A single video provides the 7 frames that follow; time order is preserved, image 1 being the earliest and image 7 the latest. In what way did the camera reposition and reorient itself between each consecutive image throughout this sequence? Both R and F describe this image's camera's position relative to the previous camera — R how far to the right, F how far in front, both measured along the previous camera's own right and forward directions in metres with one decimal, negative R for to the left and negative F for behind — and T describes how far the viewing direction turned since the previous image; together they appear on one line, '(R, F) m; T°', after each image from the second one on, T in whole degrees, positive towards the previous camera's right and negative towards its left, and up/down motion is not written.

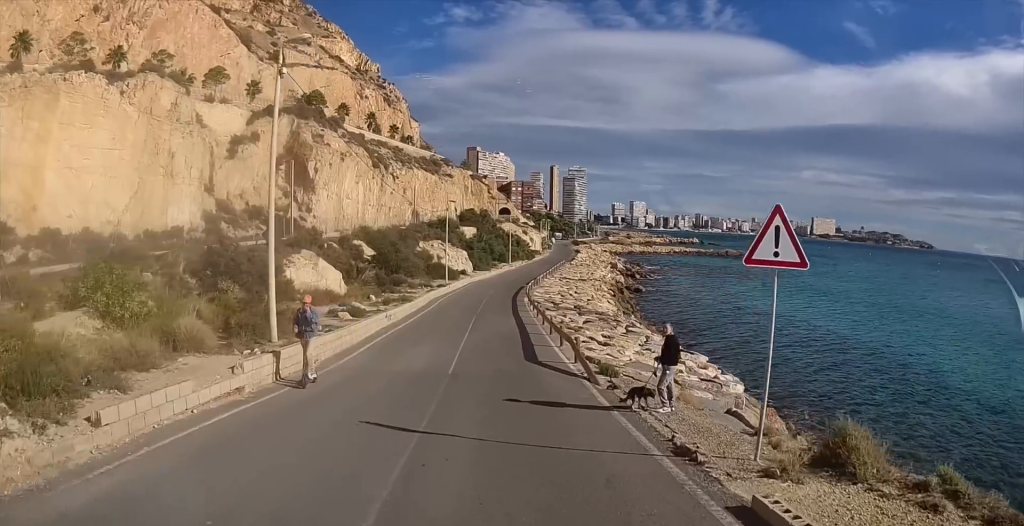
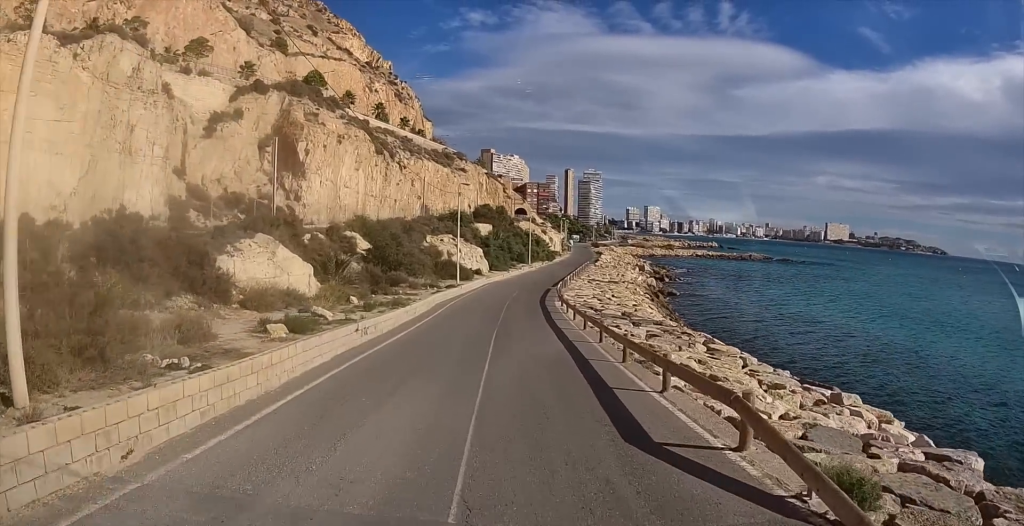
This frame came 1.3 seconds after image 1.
(-0.2, +9.0) m; +1°
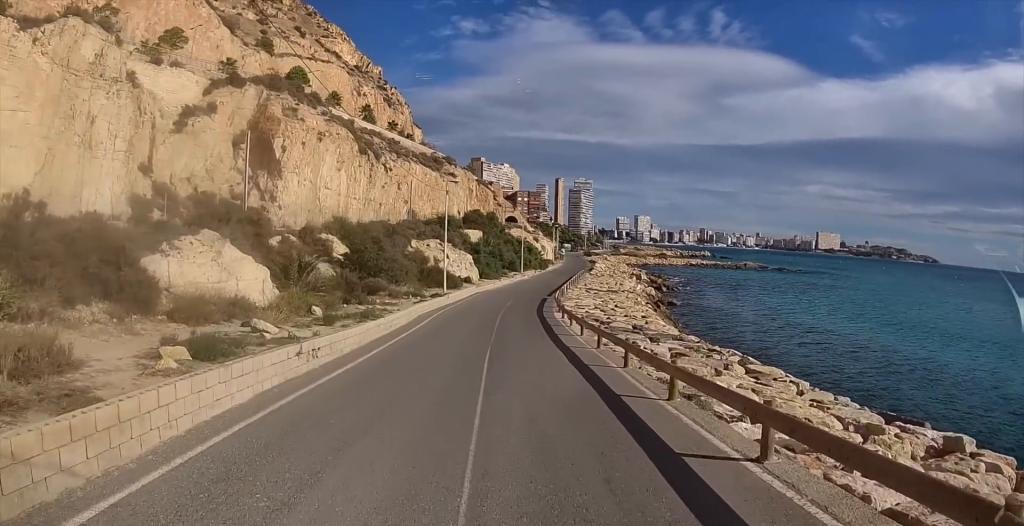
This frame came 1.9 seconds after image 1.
(+0.2, +3.8) m; +1°
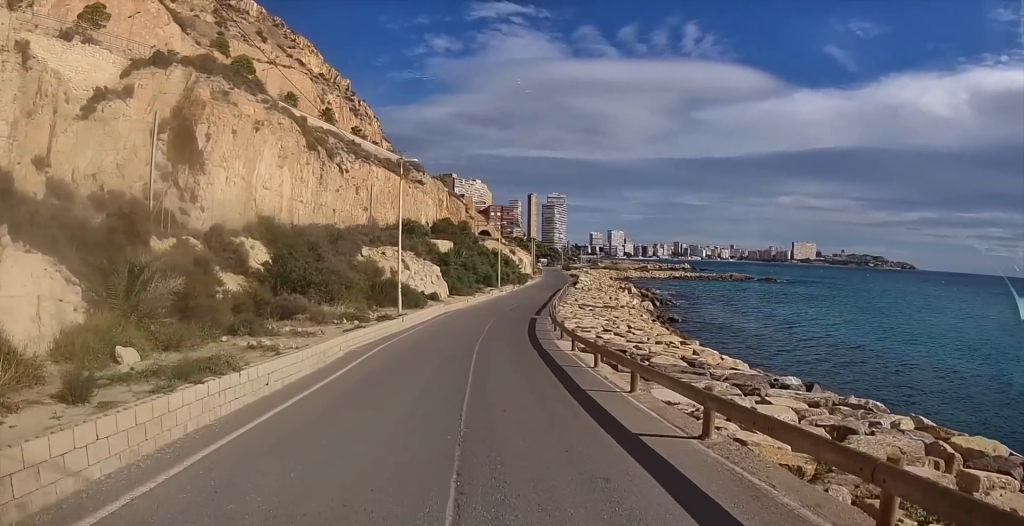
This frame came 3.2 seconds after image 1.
(-0.3, +10.2) m; -2°
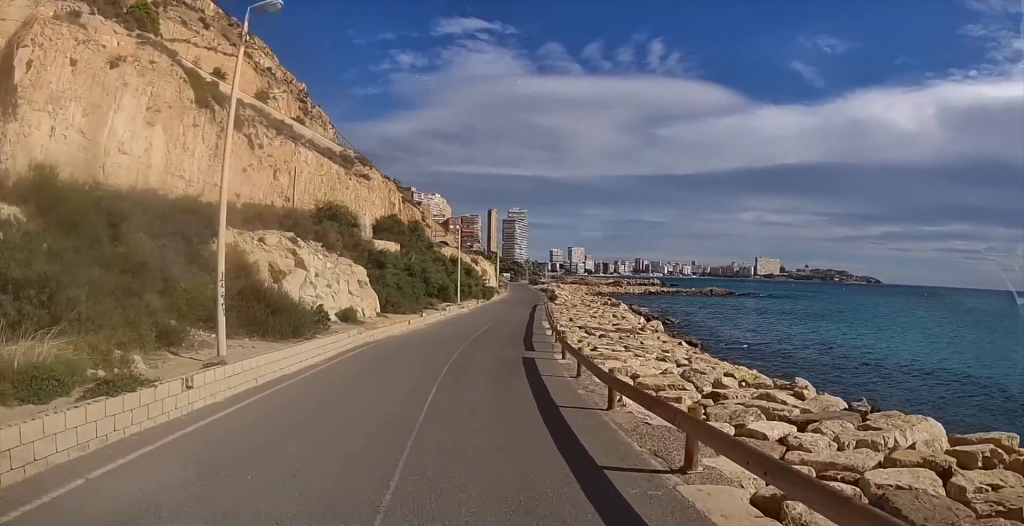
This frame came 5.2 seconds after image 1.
(+0.4, +17.8) m; +5°
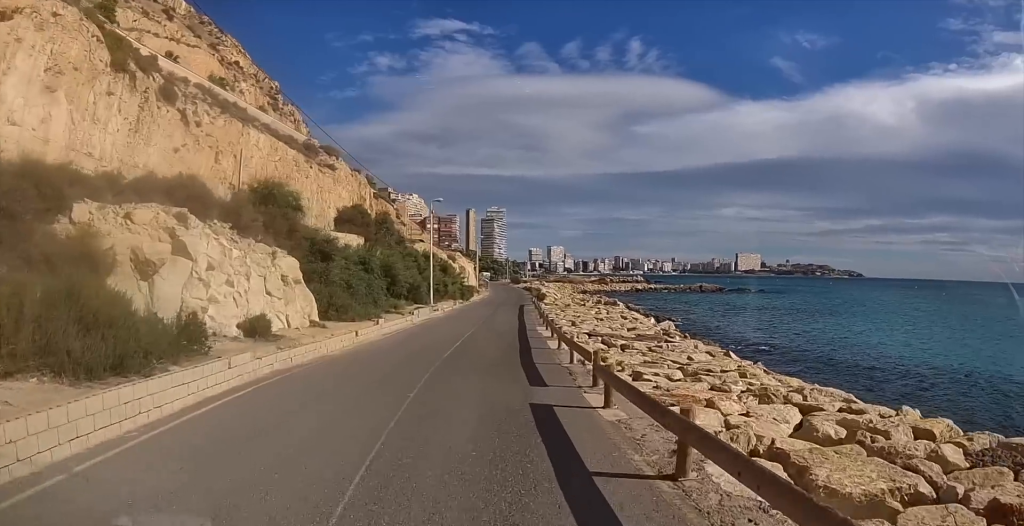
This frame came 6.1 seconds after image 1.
(+0.4, +8.8) m; +3°
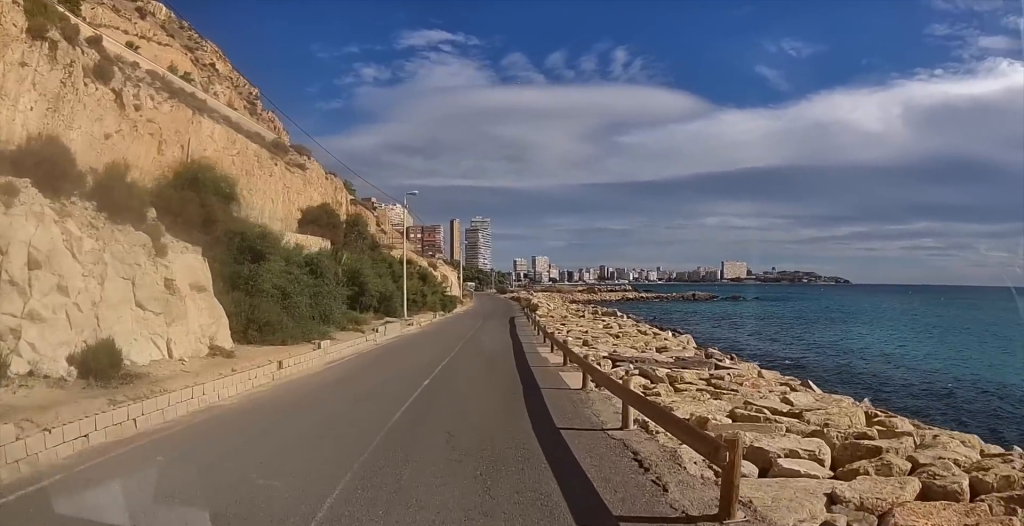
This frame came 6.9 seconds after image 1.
(0.0, +7.5) m; +1°
